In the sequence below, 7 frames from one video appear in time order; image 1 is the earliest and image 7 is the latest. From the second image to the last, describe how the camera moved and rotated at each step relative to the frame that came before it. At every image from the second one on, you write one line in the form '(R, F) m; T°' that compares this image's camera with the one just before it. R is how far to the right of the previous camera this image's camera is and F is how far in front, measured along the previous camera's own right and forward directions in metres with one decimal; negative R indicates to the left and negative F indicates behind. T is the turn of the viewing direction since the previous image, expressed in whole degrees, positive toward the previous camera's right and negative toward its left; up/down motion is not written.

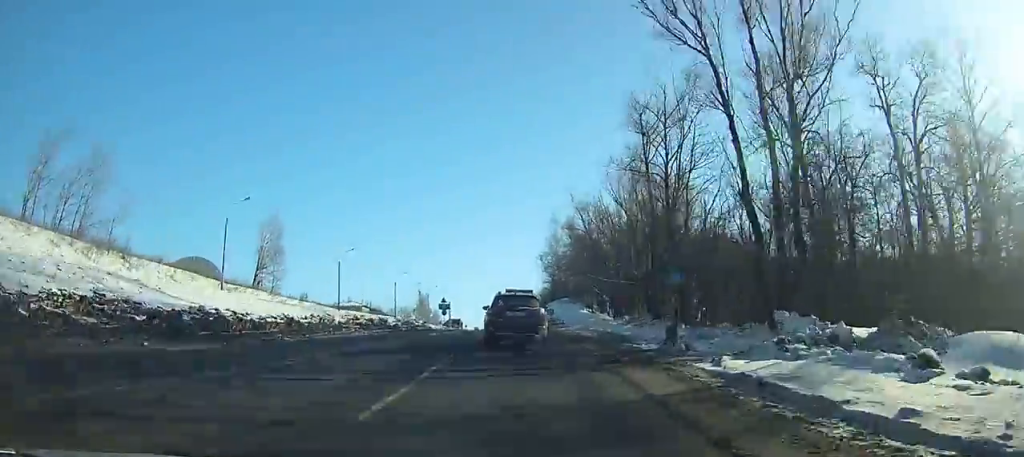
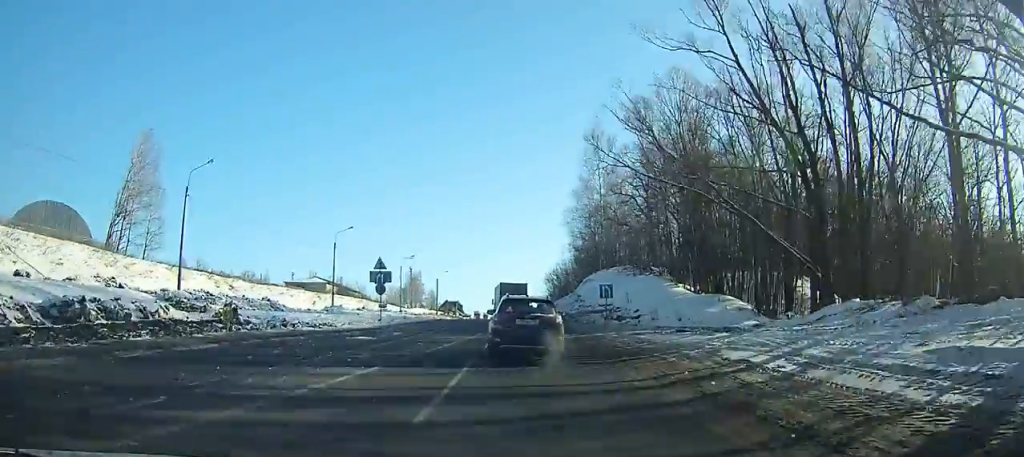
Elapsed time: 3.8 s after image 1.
(-0.7, +47.2) m; -1°
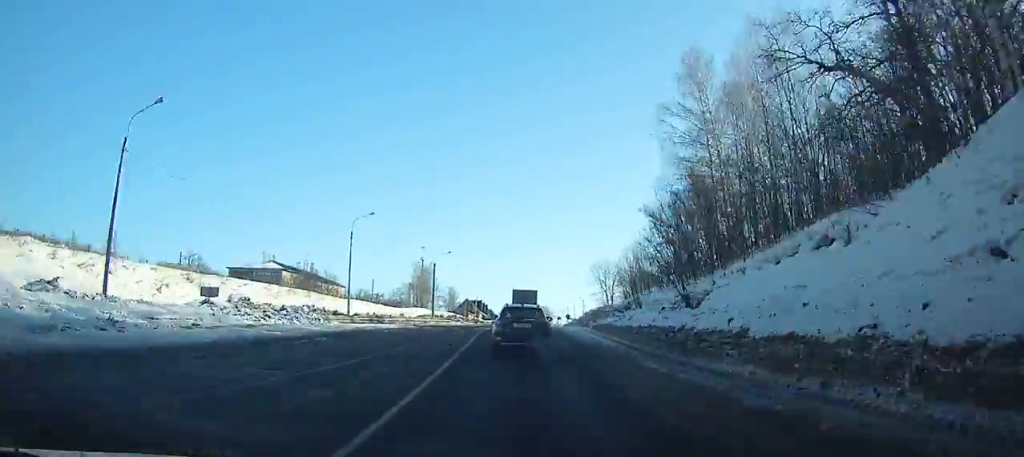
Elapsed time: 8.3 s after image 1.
(-1.1, +53.4) m; -3°
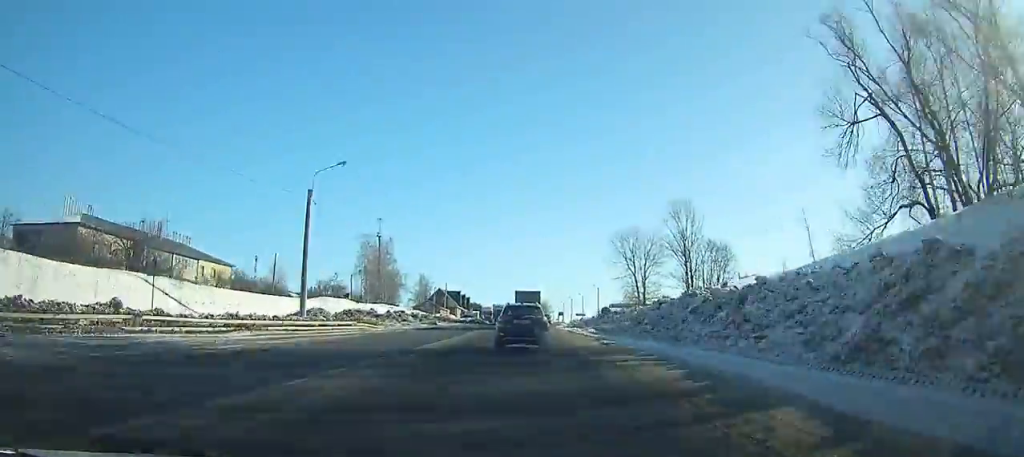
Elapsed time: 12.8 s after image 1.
(-0.9, +55.9) m; -1°
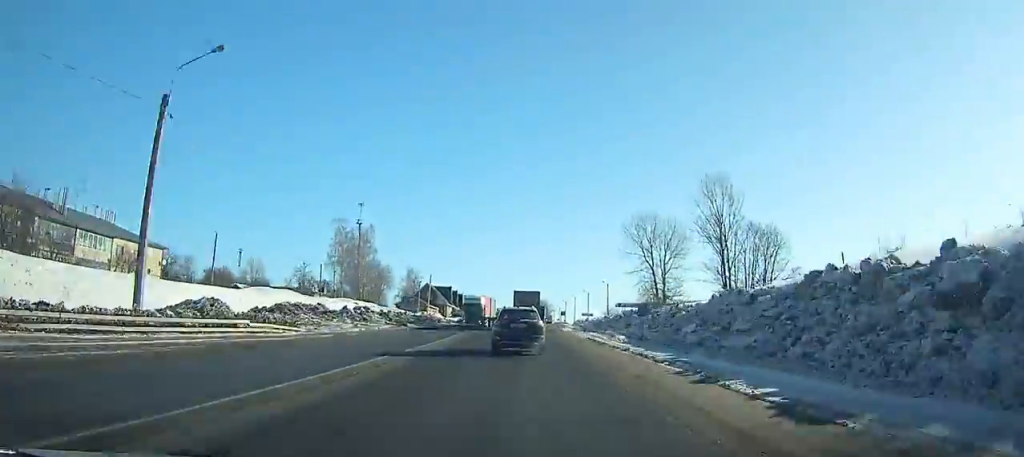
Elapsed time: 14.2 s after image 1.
(0.0, +18.5) m; 0°
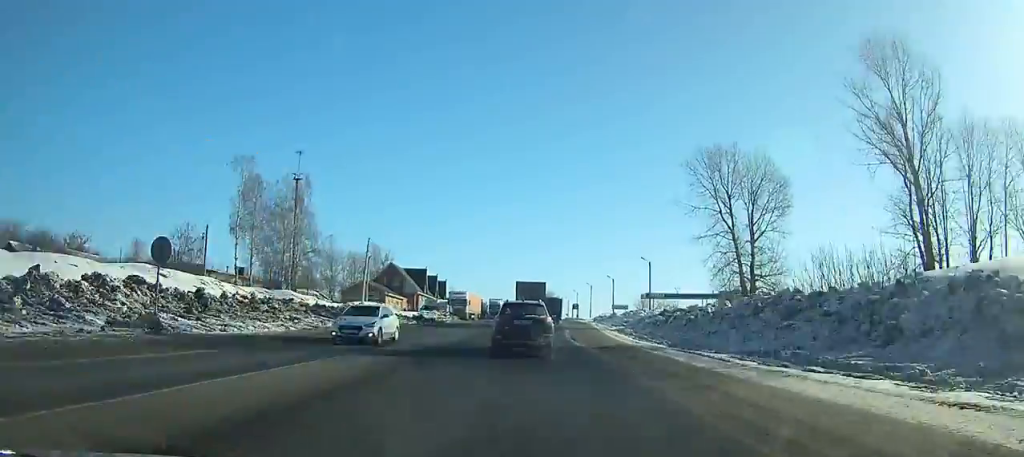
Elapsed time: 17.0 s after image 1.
(0.0, +37.5) m; 0°
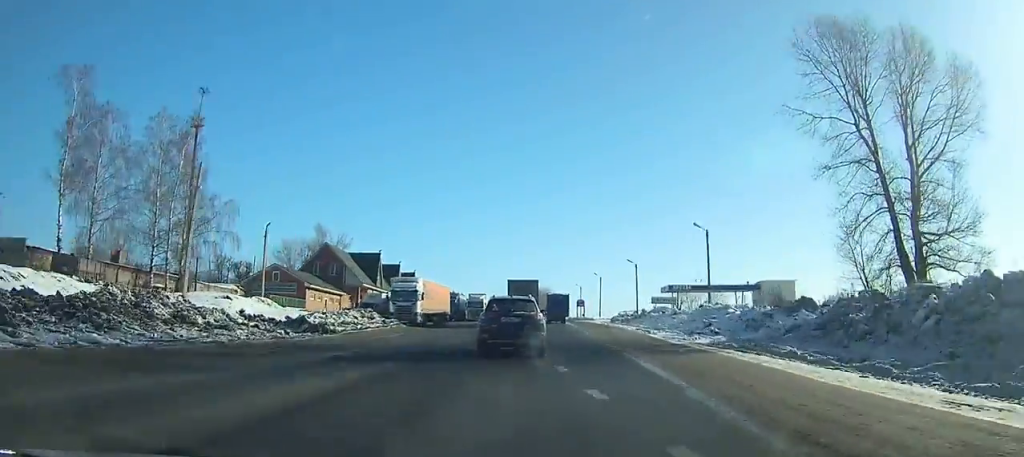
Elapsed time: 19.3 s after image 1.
(+0.1, +31.3) m; 0°
